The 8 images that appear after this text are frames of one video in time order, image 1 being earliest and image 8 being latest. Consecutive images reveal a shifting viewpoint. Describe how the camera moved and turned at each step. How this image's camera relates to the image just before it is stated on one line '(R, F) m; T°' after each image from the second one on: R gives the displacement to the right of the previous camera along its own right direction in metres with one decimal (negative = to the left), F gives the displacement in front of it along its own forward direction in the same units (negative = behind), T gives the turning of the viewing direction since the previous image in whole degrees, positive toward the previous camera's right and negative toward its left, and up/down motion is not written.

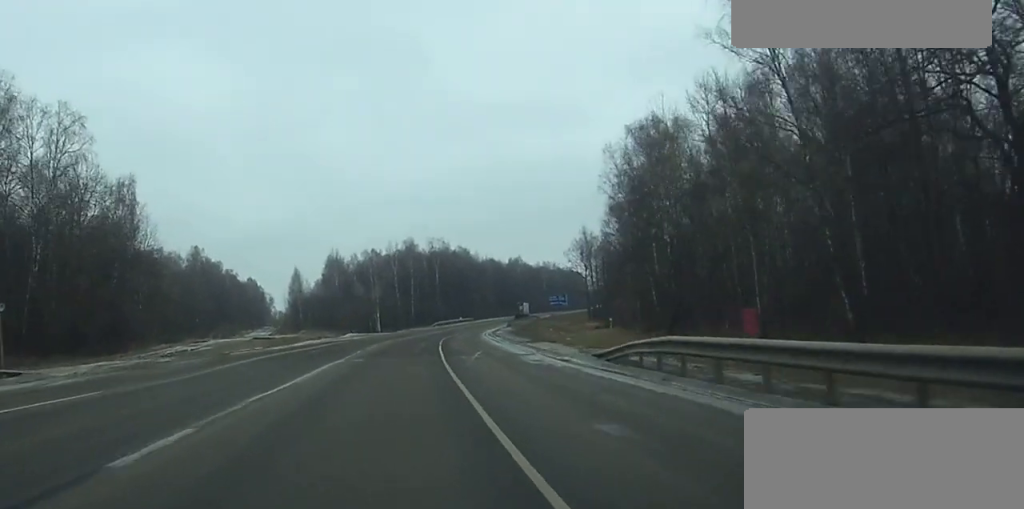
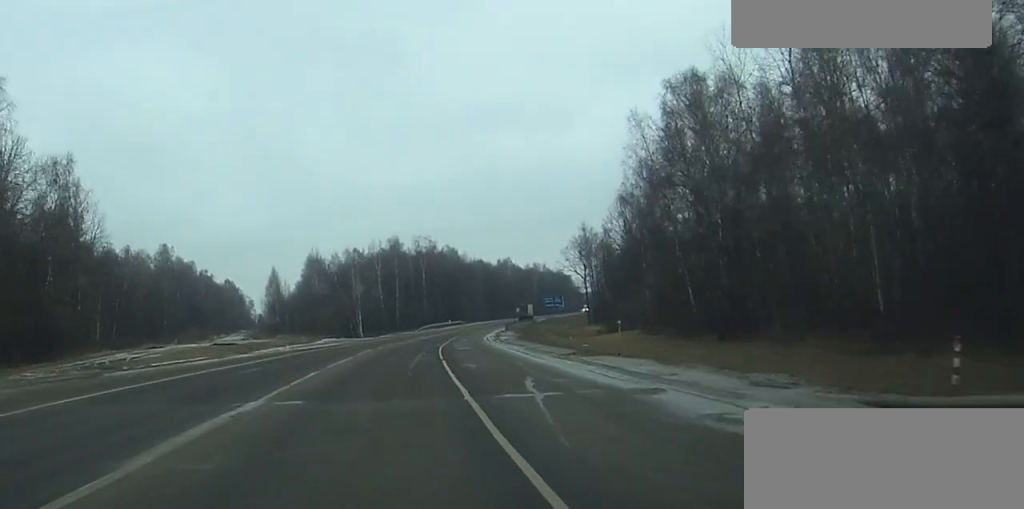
(+0.2, +16.1) m; +1°
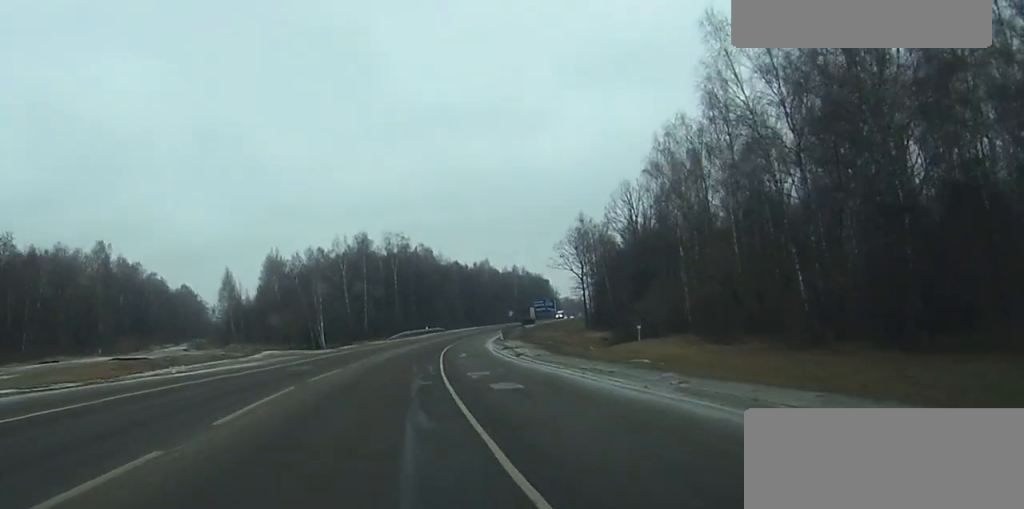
(+0.5, +25.6) m; +3°
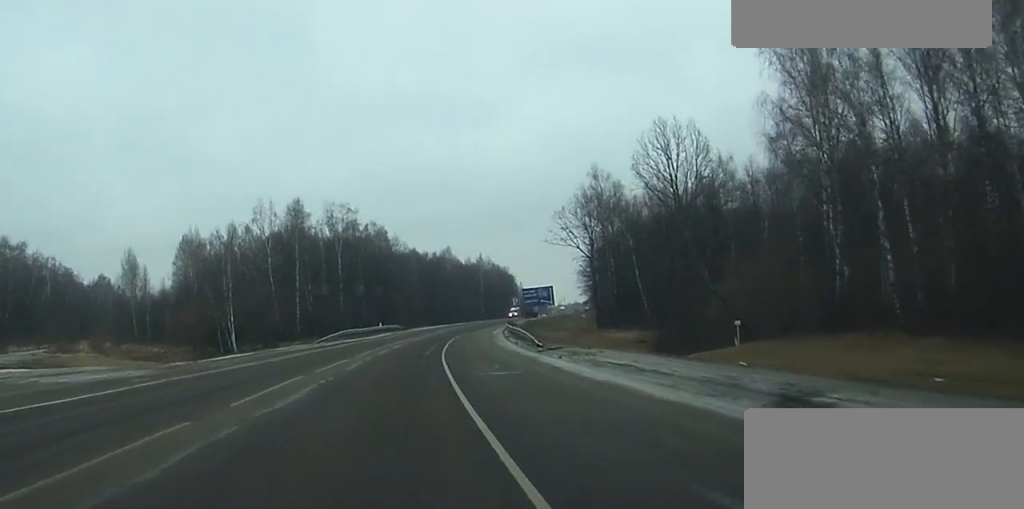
(+0.7, +42.5) m; -1°
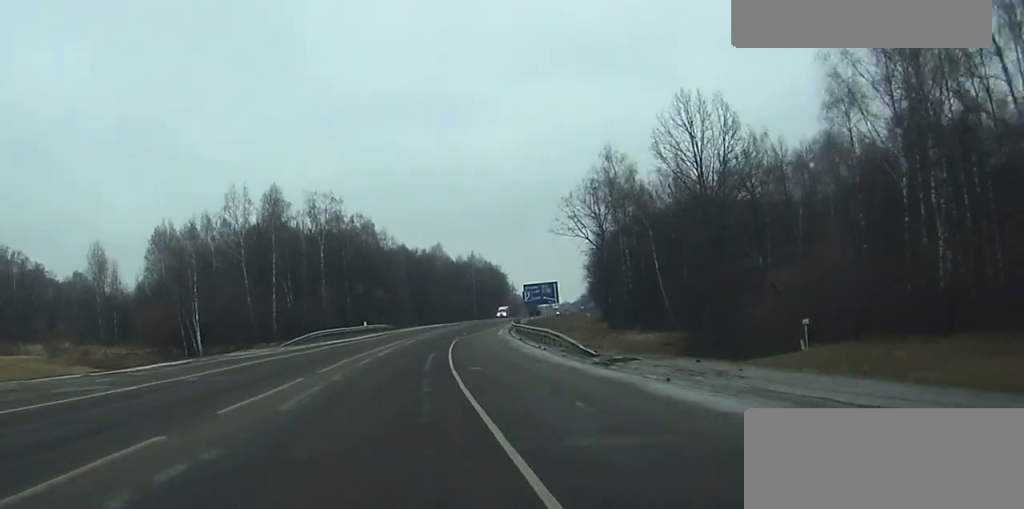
(-0.8, +10.9) m; +3°
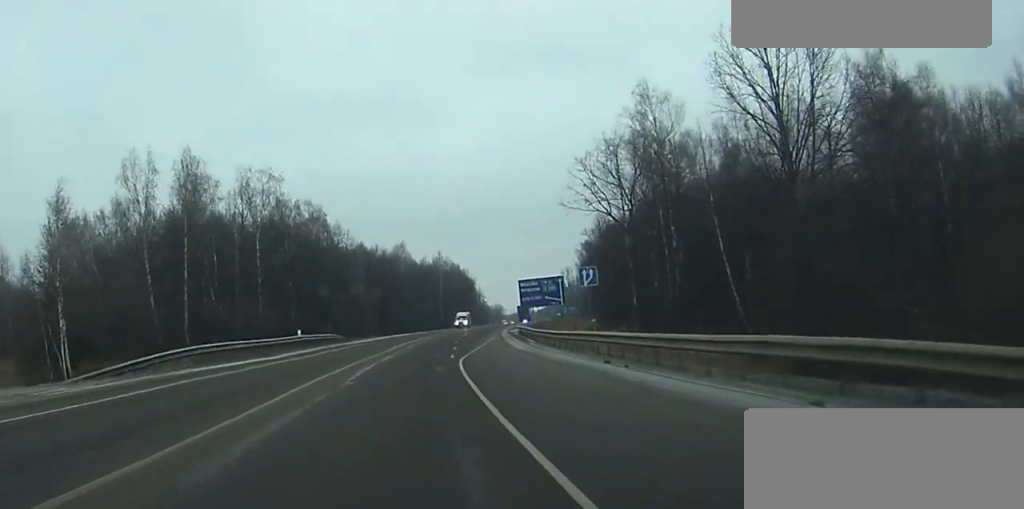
(+2.8, +32.6) m; +6°
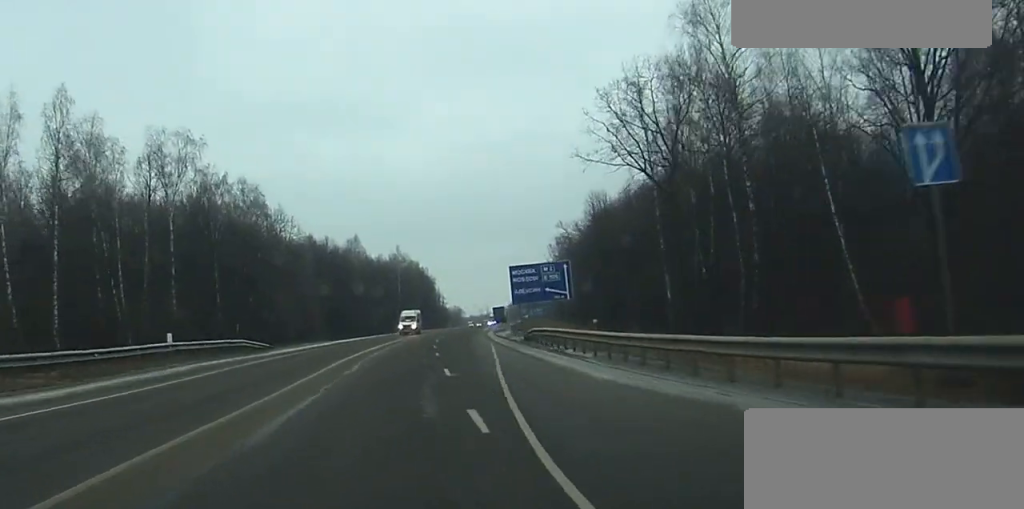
(-0.2, +27.5) m; +1°
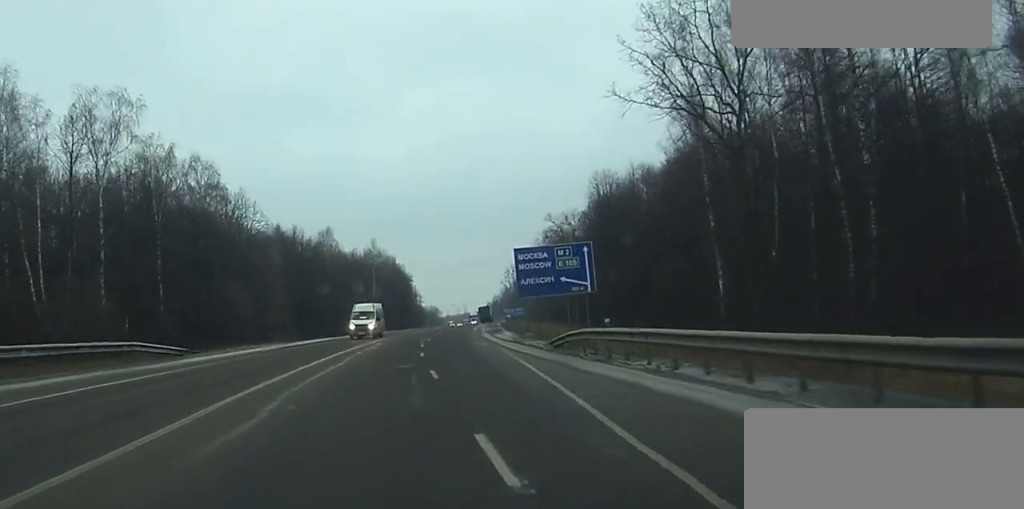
(+0.3, +16.8) m; +1°
